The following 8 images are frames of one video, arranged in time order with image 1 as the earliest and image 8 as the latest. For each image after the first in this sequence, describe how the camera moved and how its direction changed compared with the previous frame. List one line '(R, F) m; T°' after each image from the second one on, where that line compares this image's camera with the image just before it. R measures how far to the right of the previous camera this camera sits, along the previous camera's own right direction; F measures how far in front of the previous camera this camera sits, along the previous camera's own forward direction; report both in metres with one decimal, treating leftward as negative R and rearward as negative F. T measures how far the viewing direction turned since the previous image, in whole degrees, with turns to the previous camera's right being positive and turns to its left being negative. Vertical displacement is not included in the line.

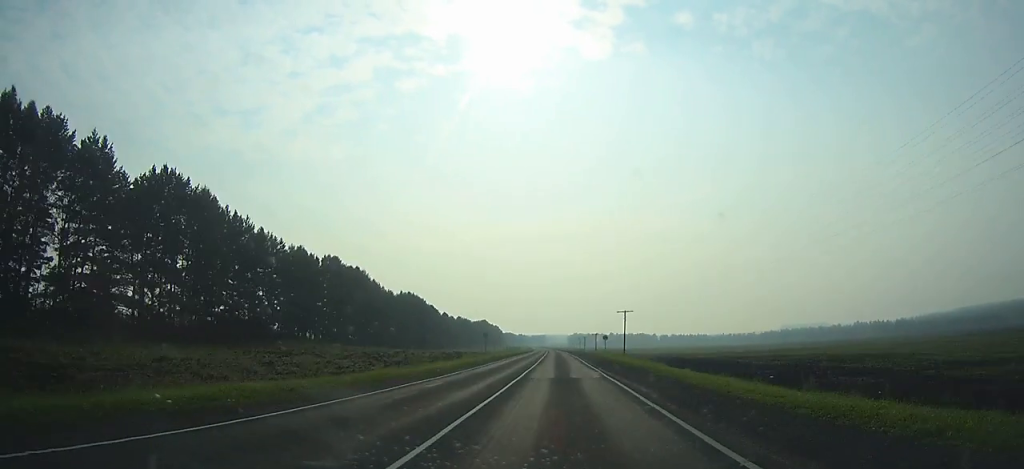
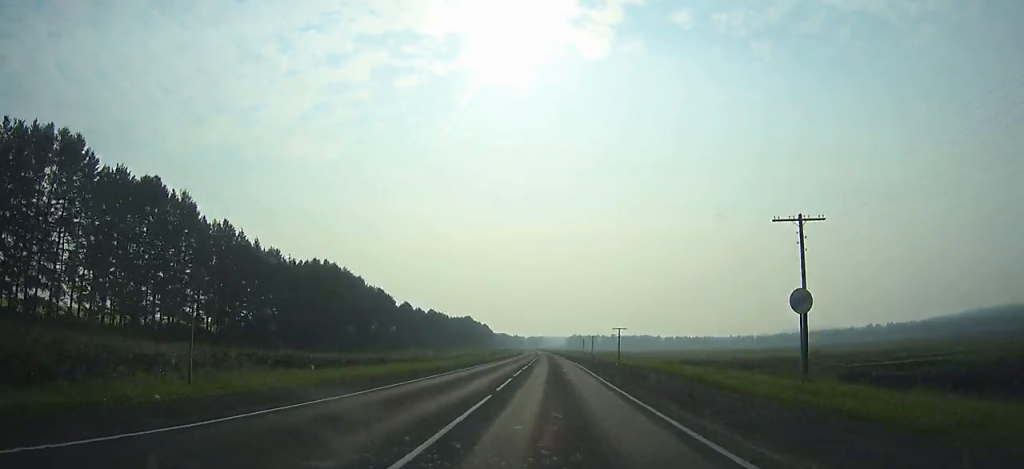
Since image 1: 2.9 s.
(-0.4, +65.3) m; -1°
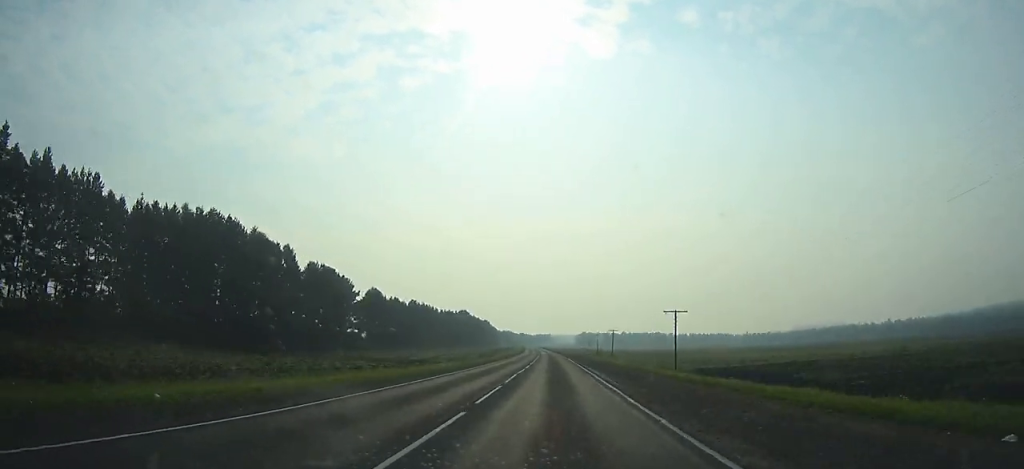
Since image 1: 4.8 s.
(+0.2, +42.4) m; -1°
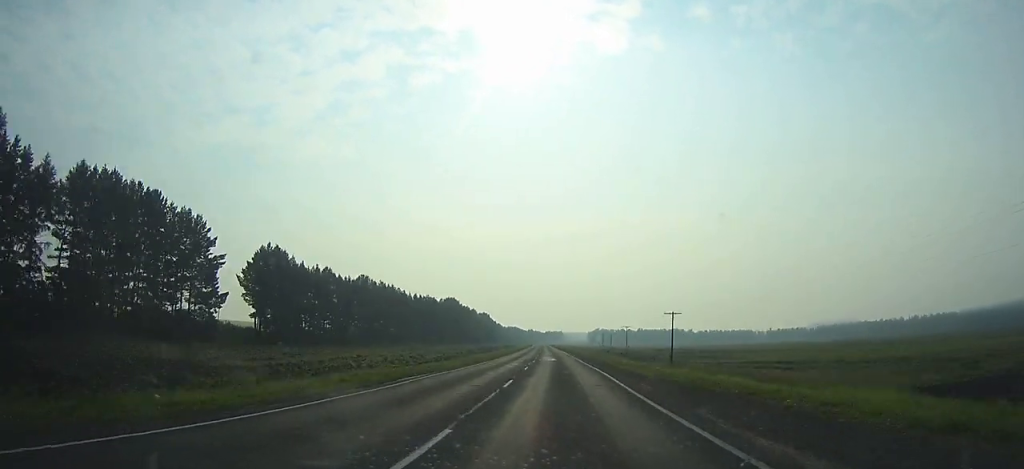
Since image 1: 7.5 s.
(-0.8, +59.3) m; -1°
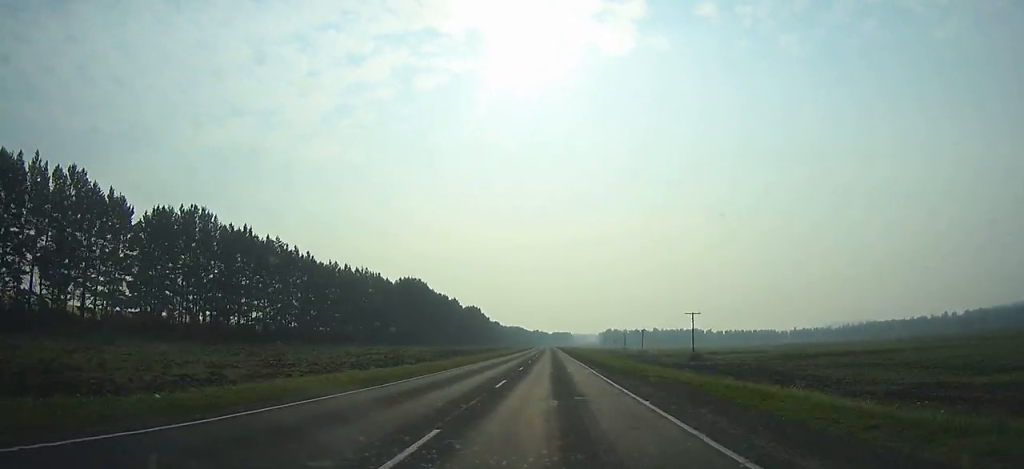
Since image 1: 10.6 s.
(-0.5, +68.6) m; -1°
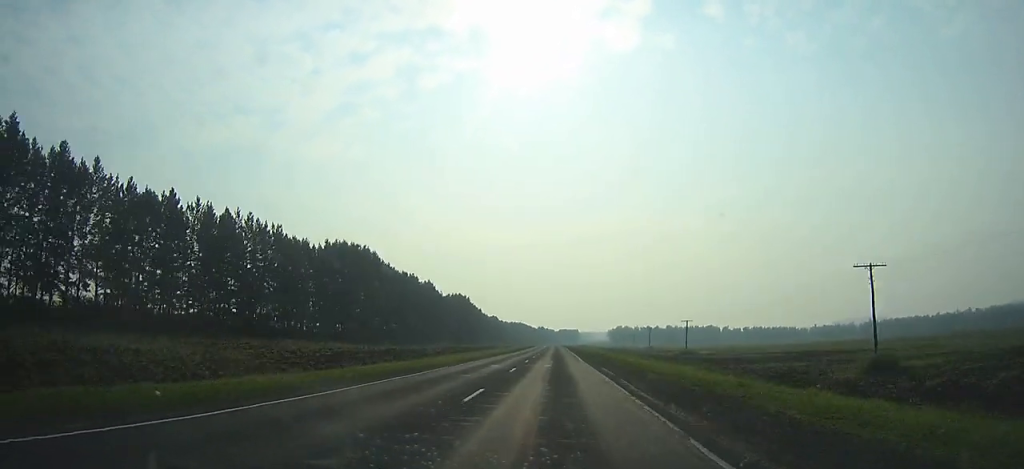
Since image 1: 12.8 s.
(-0.2, +51.6) m; 0°
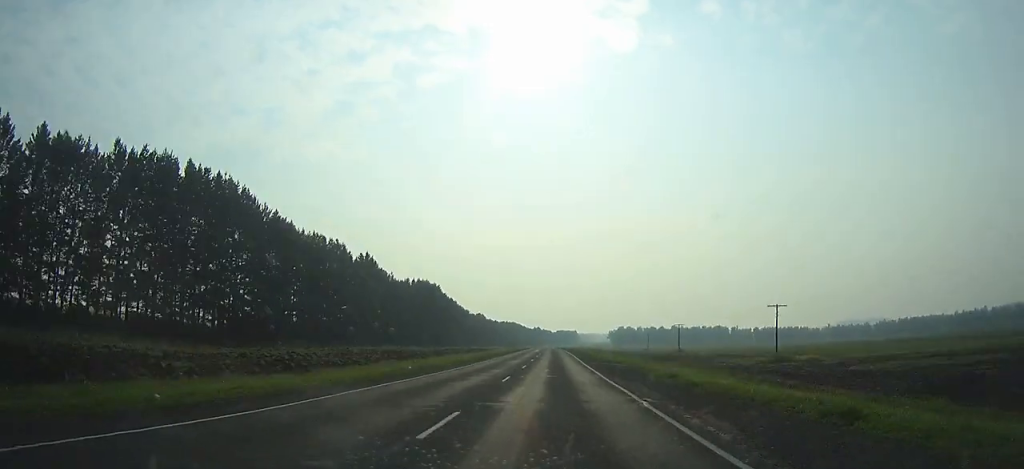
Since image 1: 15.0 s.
(-0.1, +52.0) m; 0°
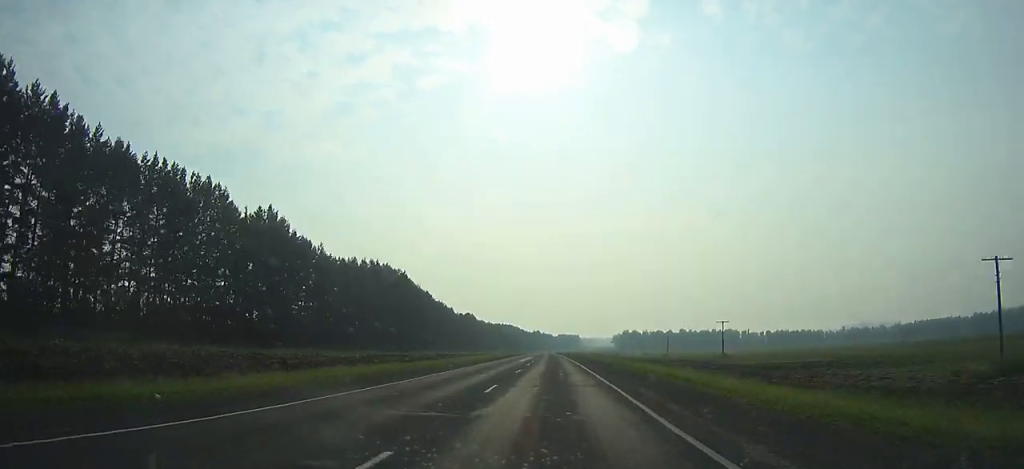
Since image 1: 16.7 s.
(+0.1, +40.2) m; 0°
